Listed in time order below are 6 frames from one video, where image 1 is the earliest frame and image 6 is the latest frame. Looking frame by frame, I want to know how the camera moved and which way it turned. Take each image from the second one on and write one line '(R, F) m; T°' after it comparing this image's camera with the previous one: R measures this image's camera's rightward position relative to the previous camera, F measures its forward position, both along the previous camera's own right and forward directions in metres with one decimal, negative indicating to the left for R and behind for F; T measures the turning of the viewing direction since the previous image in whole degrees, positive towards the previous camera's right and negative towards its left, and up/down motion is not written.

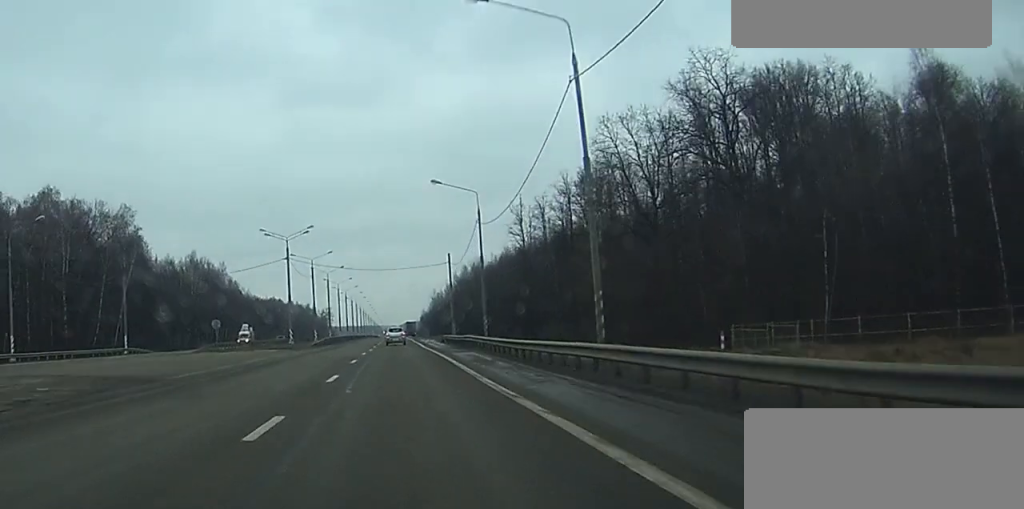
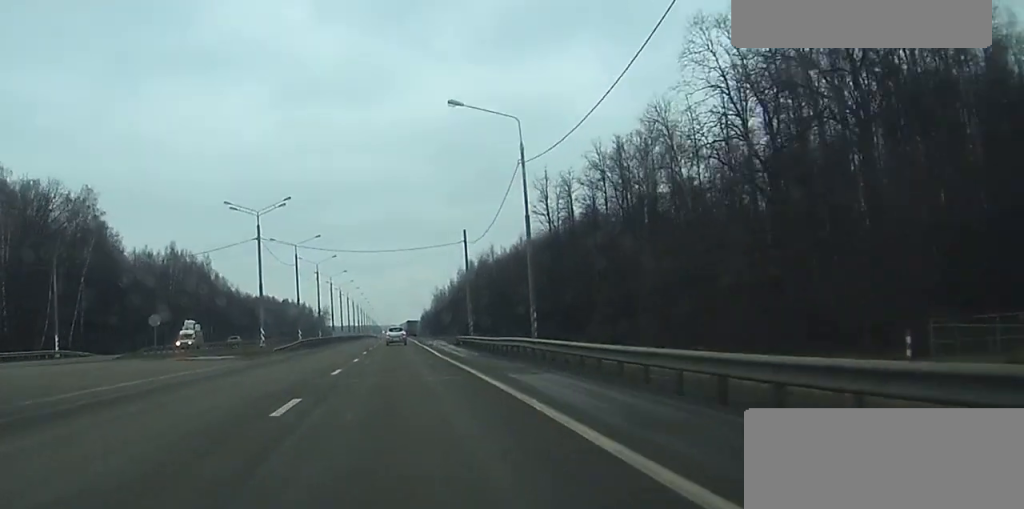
(0.0, +21.6) m; 0°
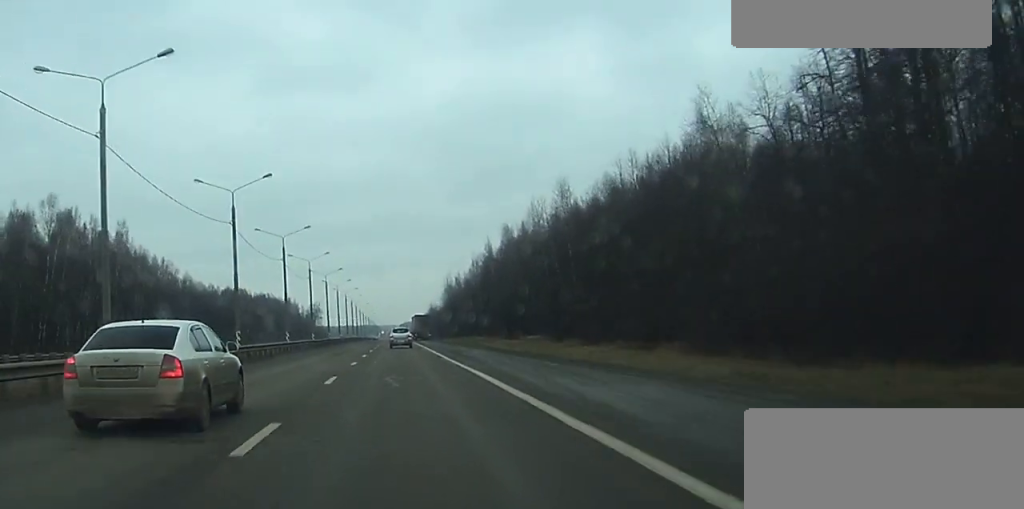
(-0.2, +75.7) m; 0°
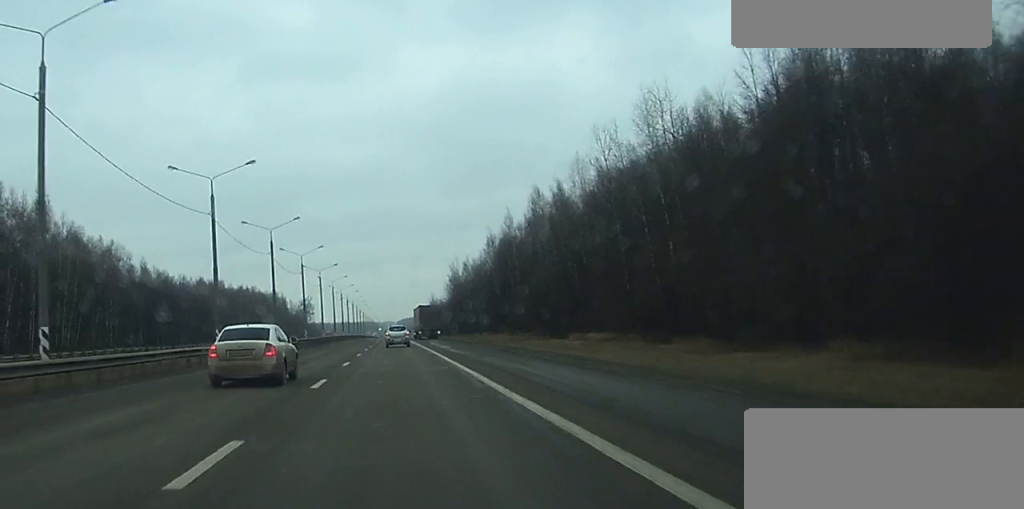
(+0.1, +37.8) m; 0°
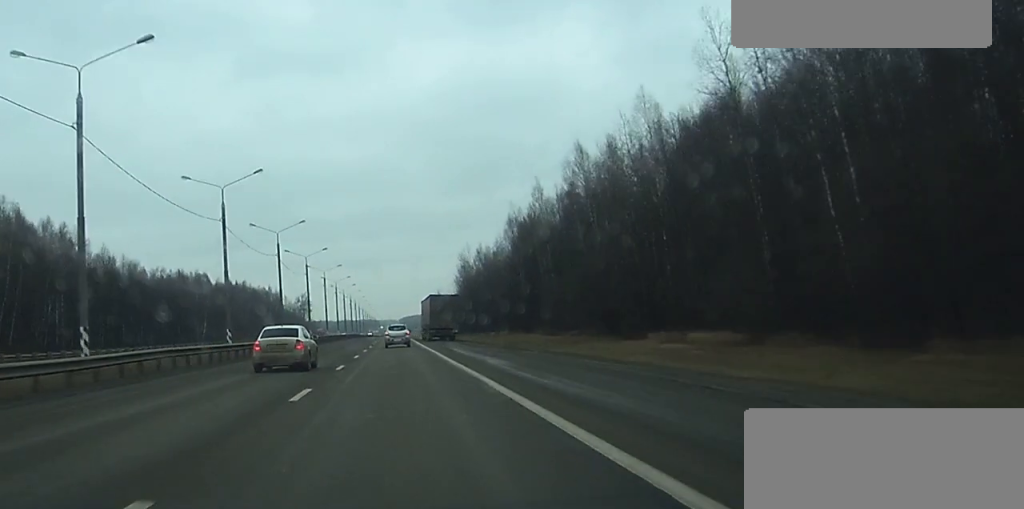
(0.0, +27.9) m; 0°
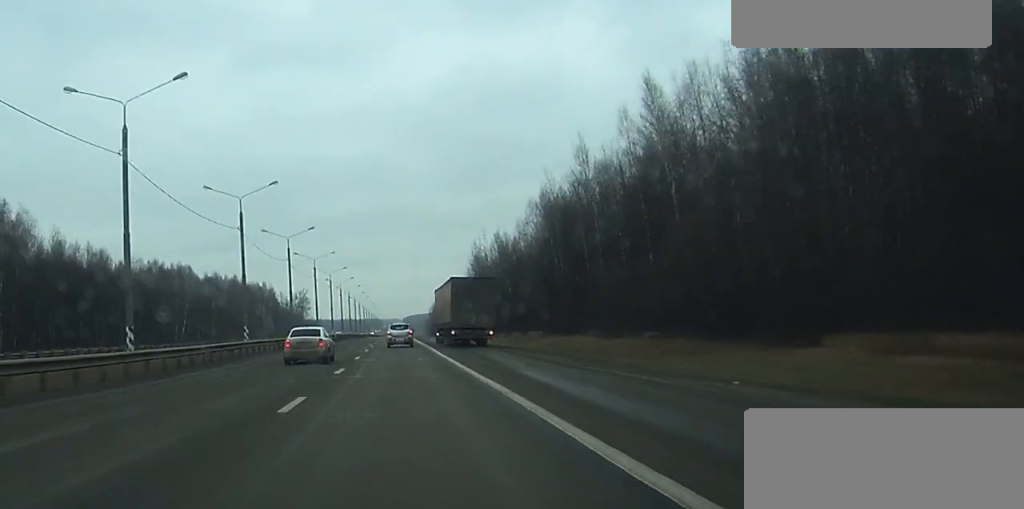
(0.0, +25.9) m; 0°
